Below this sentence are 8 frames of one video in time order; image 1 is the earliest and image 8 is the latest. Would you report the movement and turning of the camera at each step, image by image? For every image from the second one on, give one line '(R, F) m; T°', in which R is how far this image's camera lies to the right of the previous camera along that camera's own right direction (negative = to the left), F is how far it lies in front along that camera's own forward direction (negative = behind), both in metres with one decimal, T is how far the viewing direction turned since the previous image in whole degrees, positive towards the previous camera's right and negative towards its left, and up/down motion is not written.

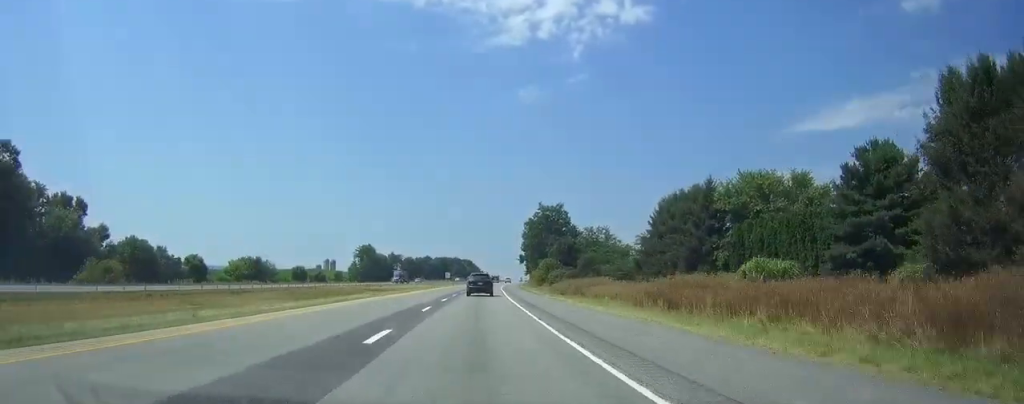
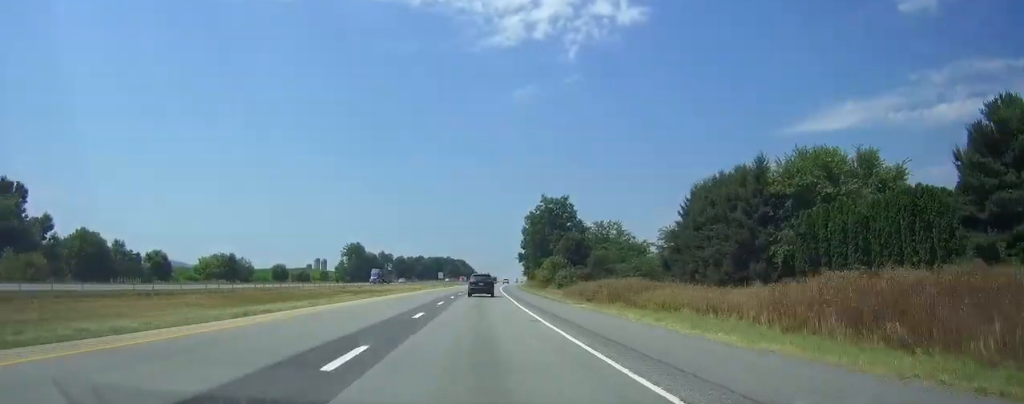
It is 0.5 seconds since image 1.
(+0.2, +16.0) m; 0°
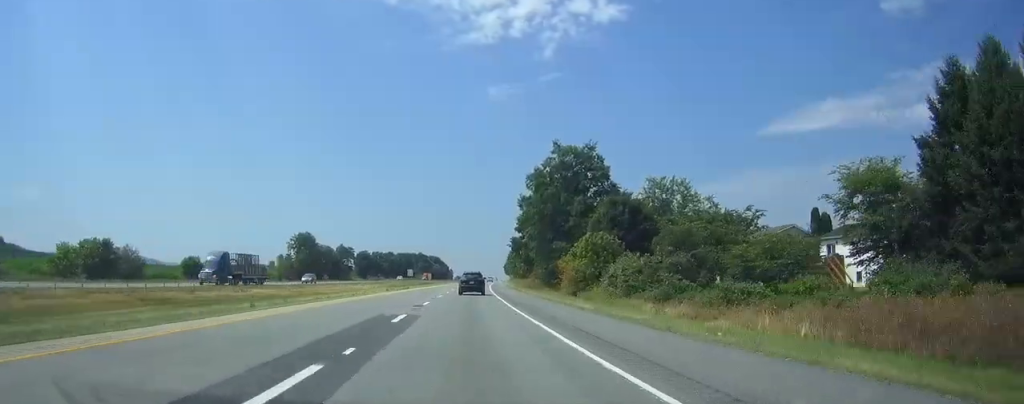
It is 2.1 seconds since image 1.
(+0.7, +50.5) m; +2°
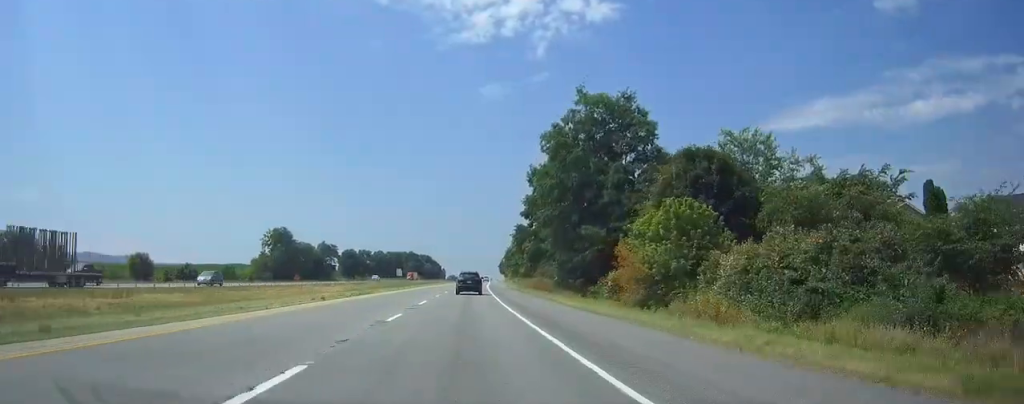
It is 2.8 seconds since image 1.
(+0.3, +23.8) m; +1°
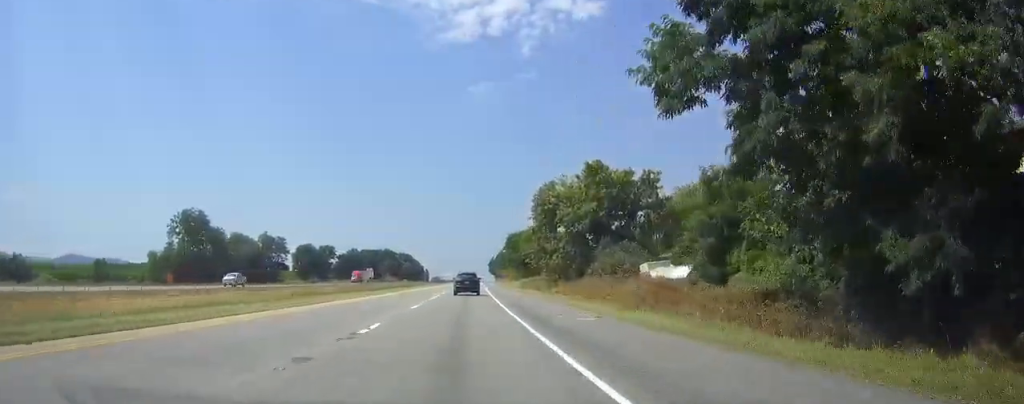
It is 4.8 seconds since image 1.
(+0.7, +63.9) m; +1°
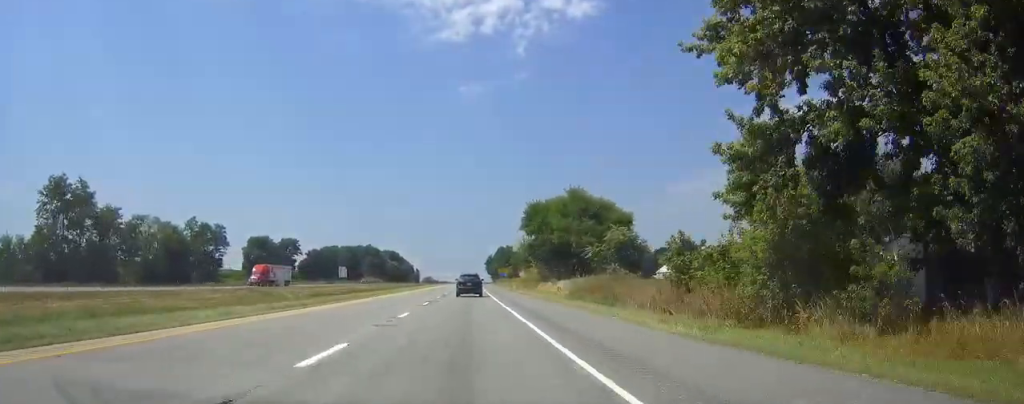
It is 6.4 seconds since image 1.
(+0.5, +54.6) m; +1°
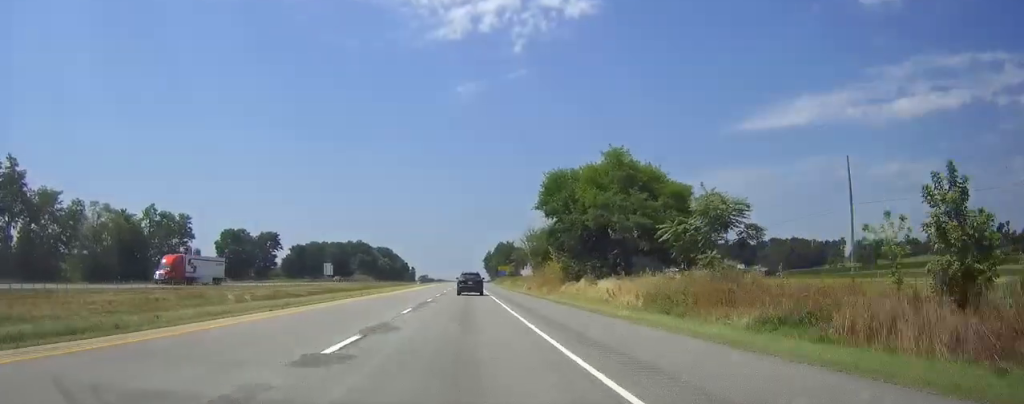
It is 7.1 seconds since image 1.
(0.0, +22.0) m; 0°
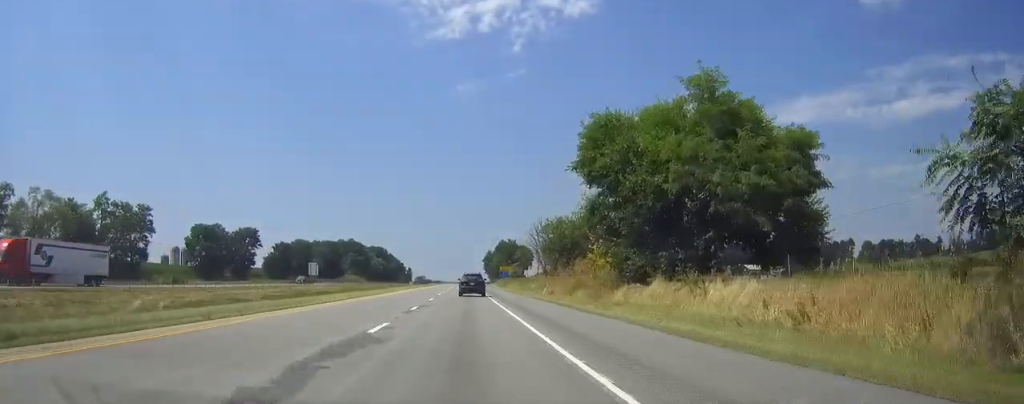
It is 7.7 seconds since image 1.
(0.0, +20.9) m; 0°
